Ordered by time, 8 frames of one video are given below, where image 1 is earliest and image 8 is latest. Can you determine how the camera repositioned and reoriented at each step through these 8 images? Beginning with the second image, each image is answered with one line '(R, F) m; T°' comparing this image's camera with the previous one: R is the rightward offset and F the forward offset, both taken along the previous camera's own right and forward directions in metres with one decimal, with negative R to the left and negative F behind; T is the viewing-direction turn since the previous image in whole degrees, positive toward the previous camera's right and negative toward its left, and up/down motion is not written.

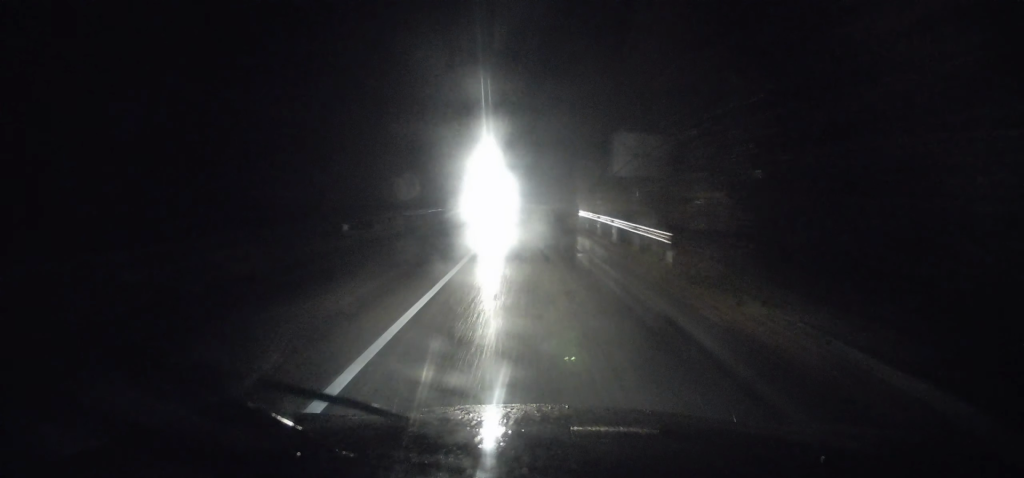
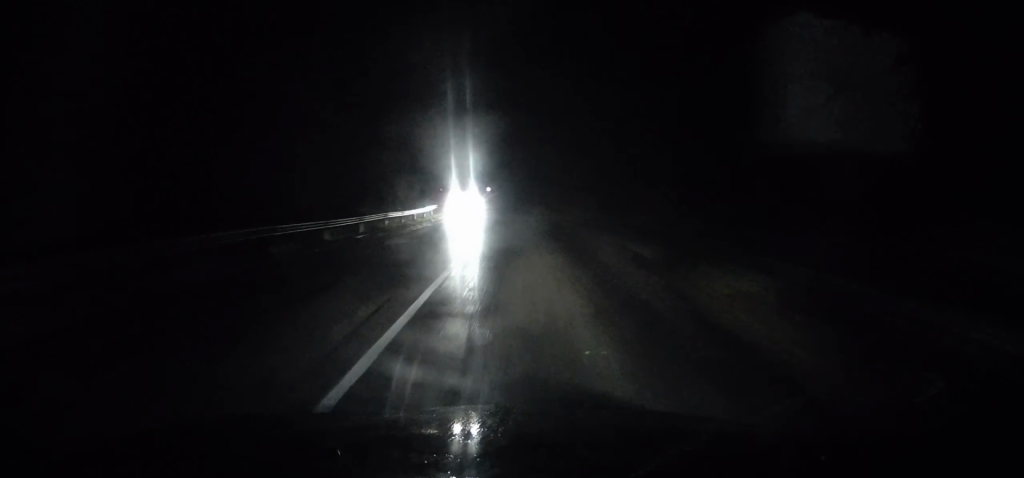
(-0.2, +27.2) m; -1°
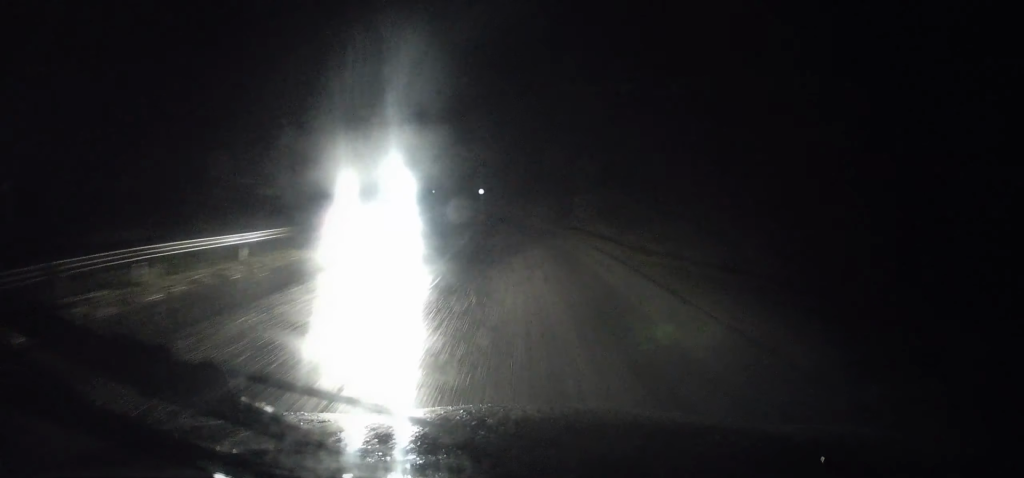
(-0.2, +15.9) m; -3°
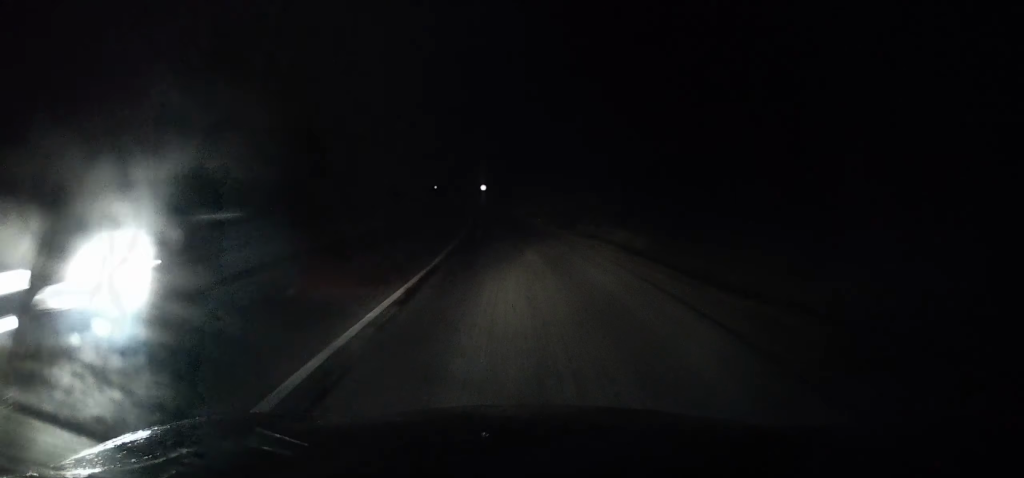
(-0.2, +6.1) m; -1°
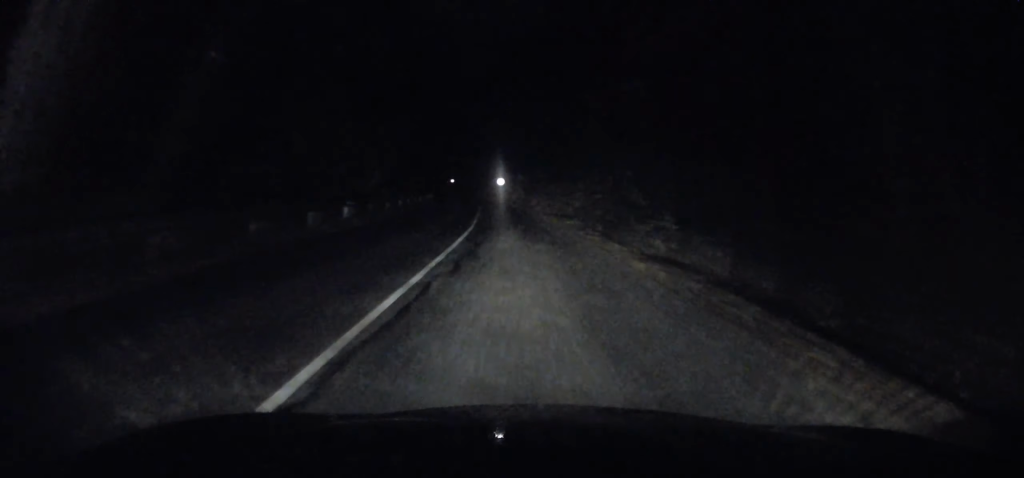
(-0.2, +8.6) m; -1°
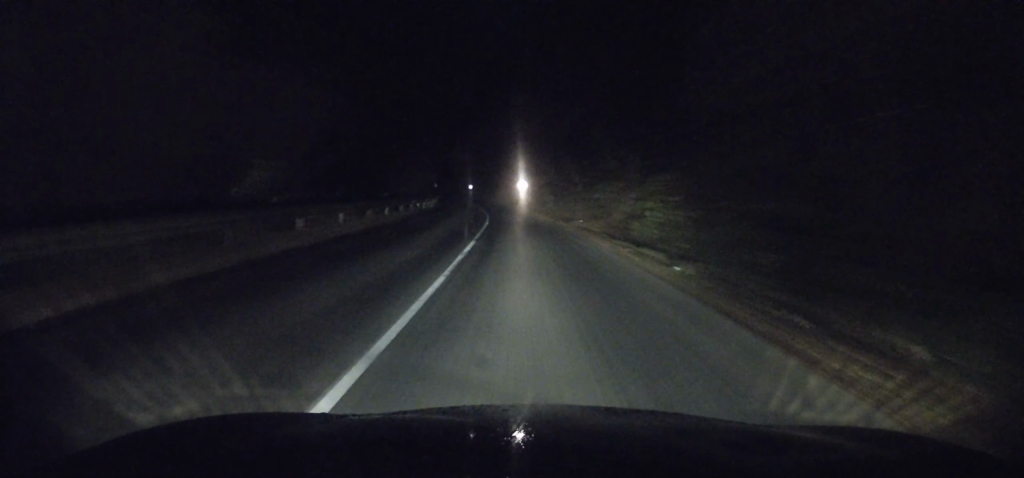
(+0.1, +16.9) m; 0°
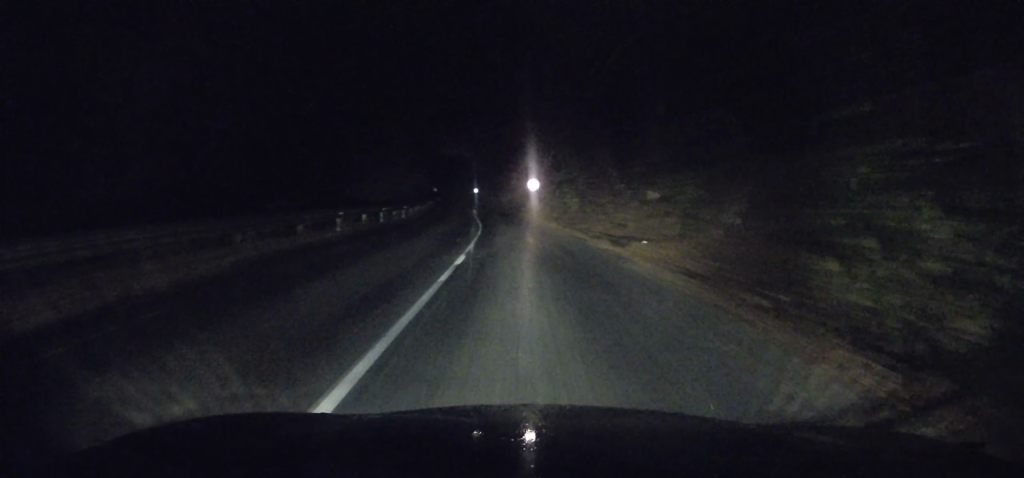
(-0.1, +14.5) m; -2°
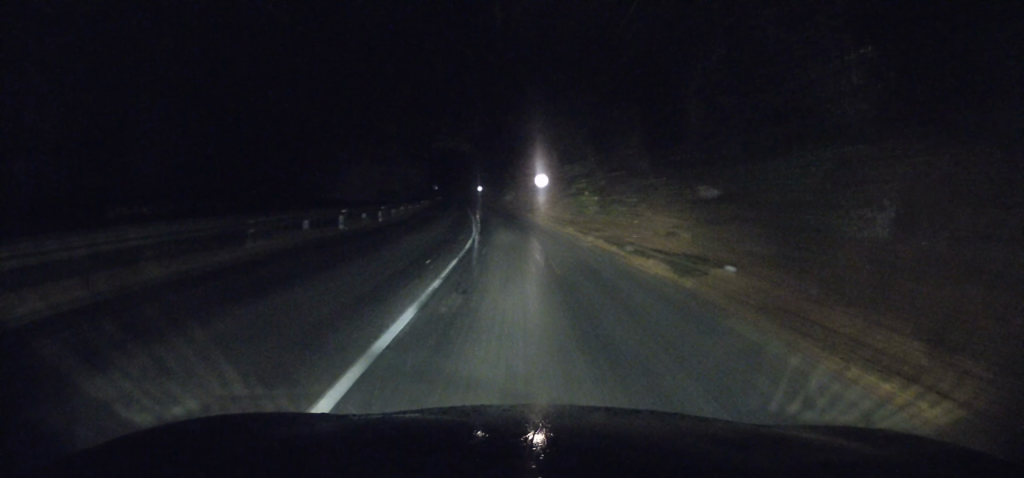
(-0.1, +6.7) m; -1°
